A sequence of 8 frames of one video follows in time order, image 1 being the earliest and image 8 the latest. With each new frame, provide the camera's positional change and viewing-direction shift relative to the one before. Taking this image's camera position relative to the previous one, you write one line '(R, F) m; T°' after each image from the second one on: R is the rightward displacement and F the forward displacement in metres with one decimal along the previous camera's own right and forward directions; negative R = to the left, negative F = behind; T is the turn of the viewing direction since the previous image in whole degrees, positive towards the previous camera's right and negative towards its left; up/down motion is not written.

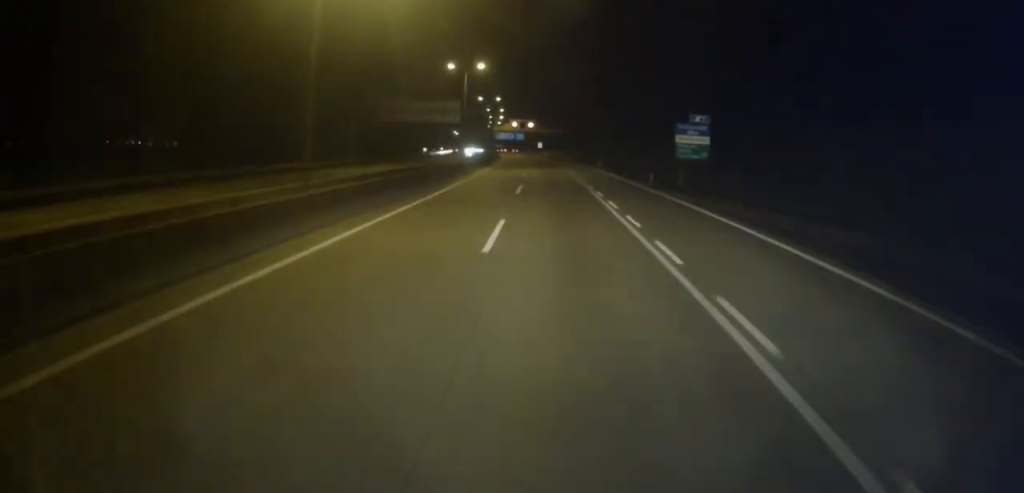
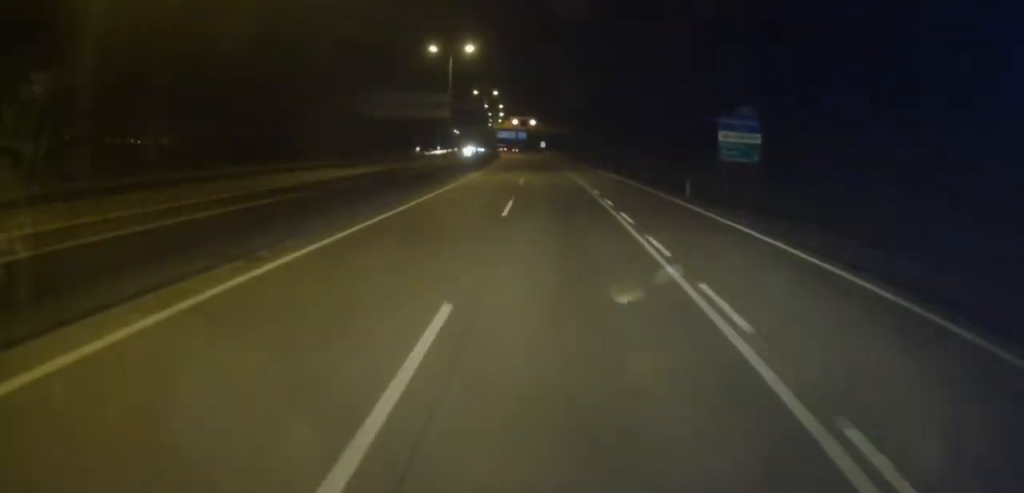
(-0.1, +10.7) m; -1°
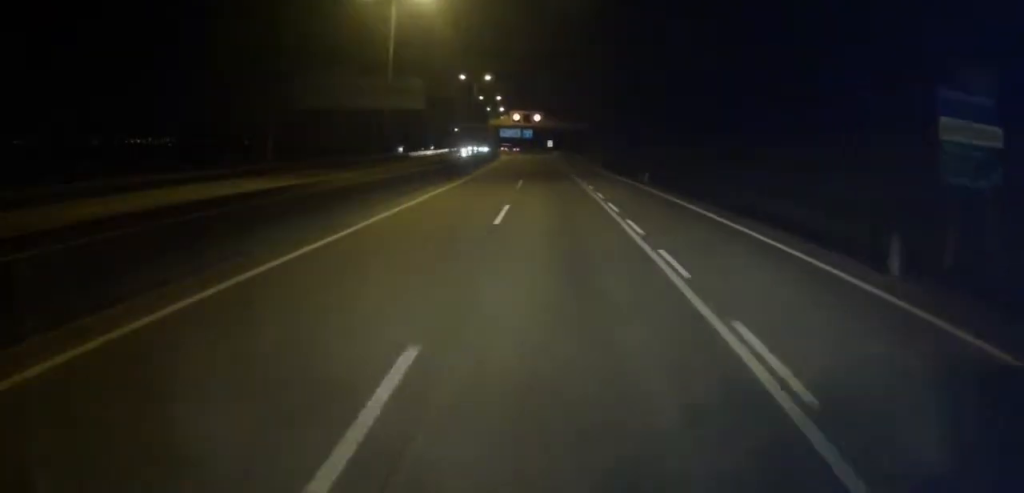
(-0.4, +20.0) m; -2°
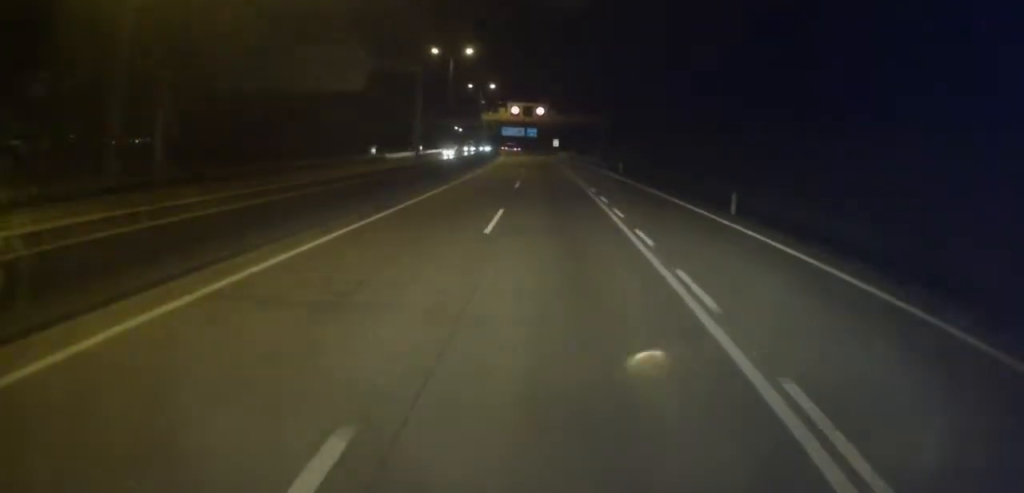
(-0.4, +20.3) m; 0°
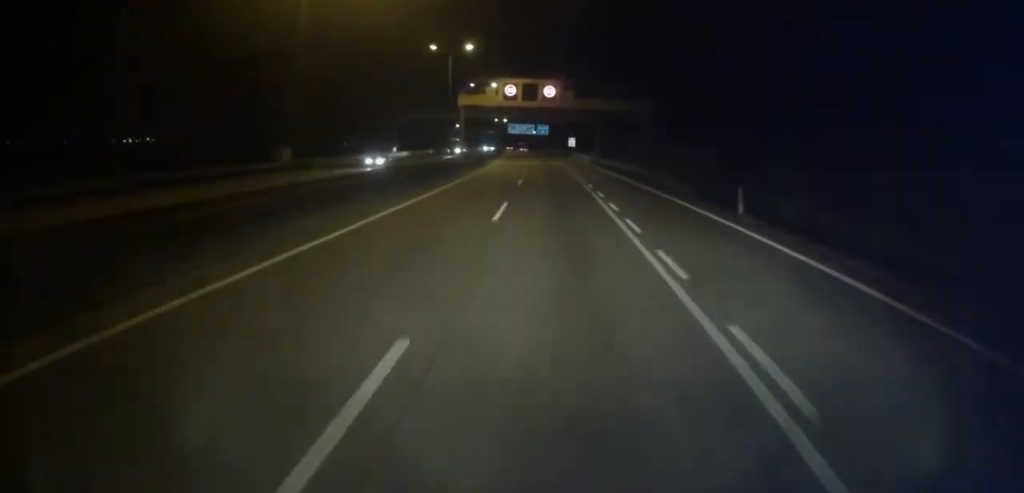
(+0.2, +34.4) m; -1°
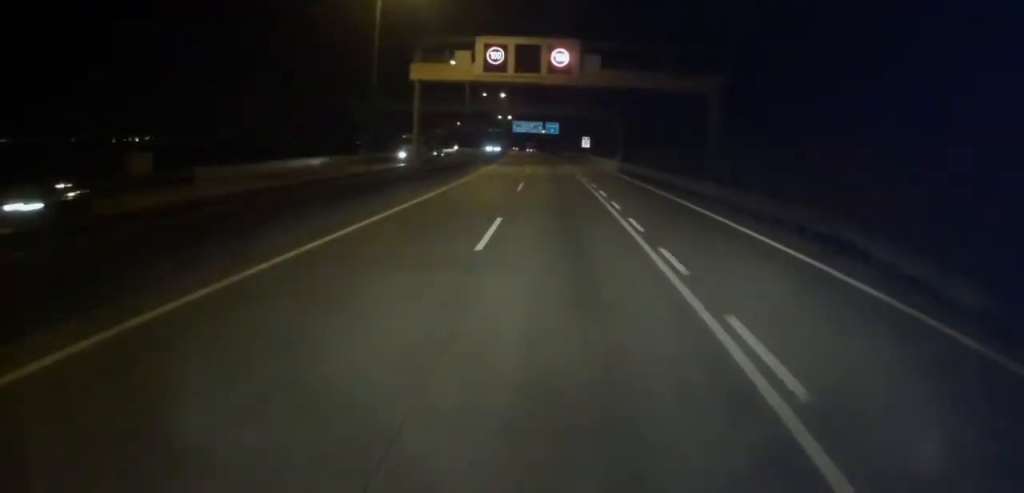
(-0.3, +24.8) m; -1°
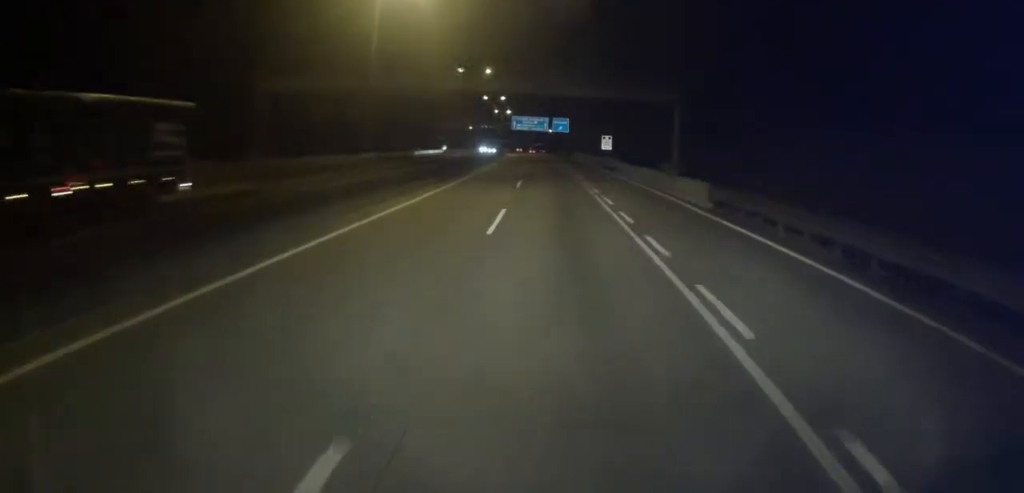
(-0.2, +32.8) m; -1°
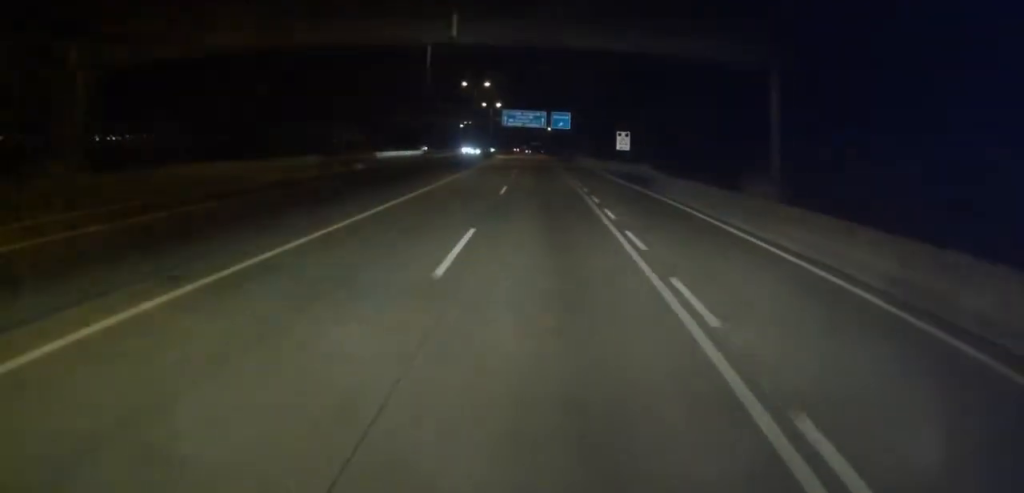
(-0.3, +21.5) m; 0°
